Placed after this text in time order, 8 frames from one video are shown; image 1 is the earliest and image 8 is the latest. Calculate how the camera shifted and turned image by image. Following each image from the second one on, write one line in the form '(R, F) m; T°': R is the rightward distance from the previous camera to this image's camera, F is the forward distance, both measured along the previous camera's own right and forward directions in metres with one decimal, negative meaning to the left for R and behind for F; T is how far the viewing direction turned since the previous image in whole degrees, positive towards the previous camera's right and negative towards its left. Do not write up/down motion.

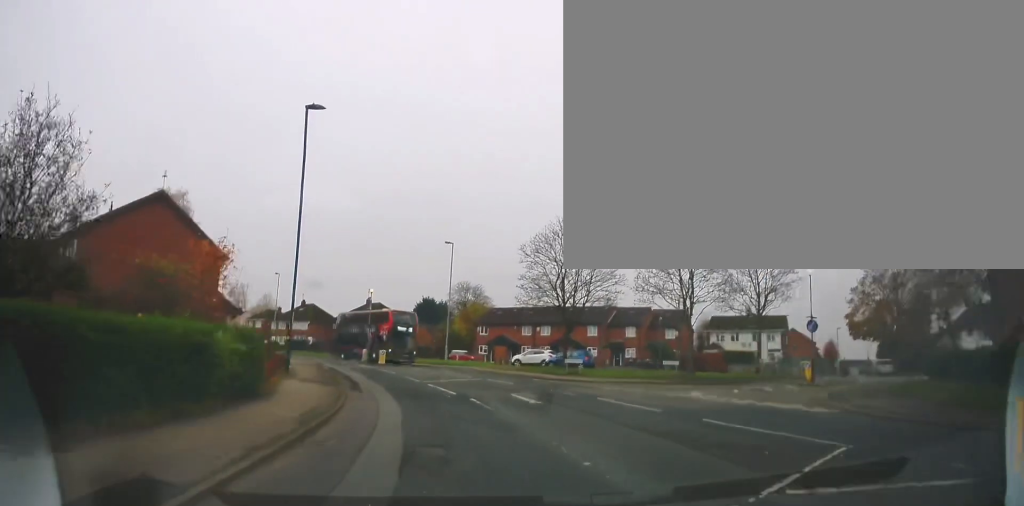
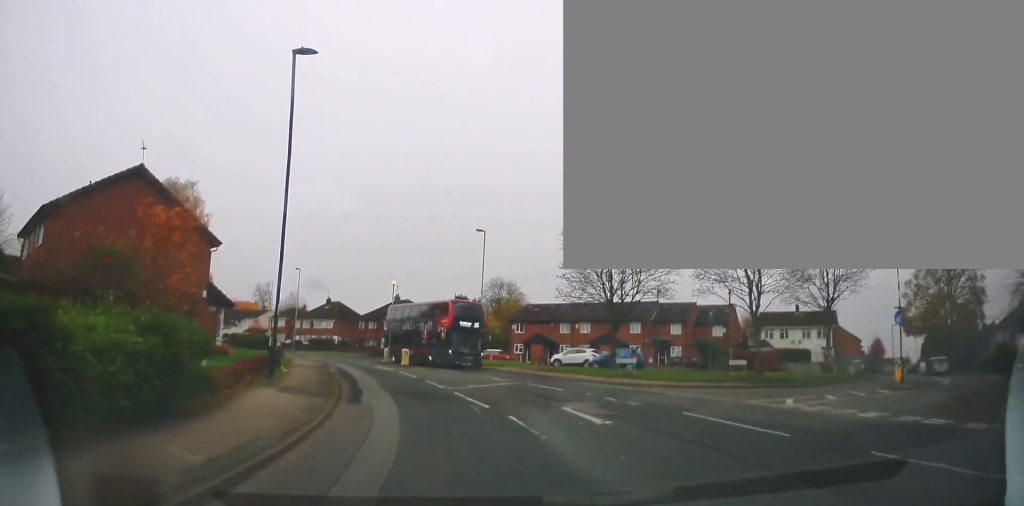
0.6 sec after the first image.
(0.0, +4.7) m; -2°
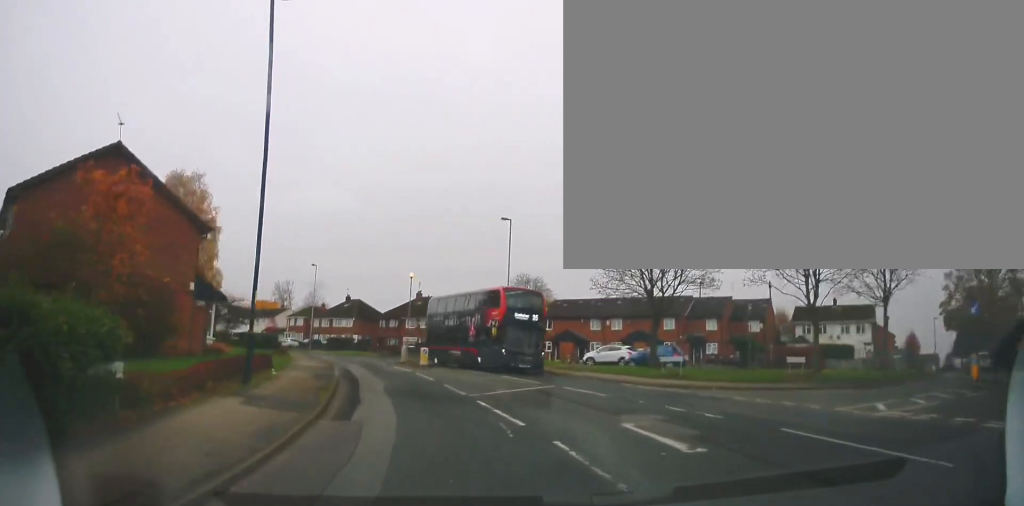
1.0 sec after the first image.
(0.0, +3.4) m; -2°
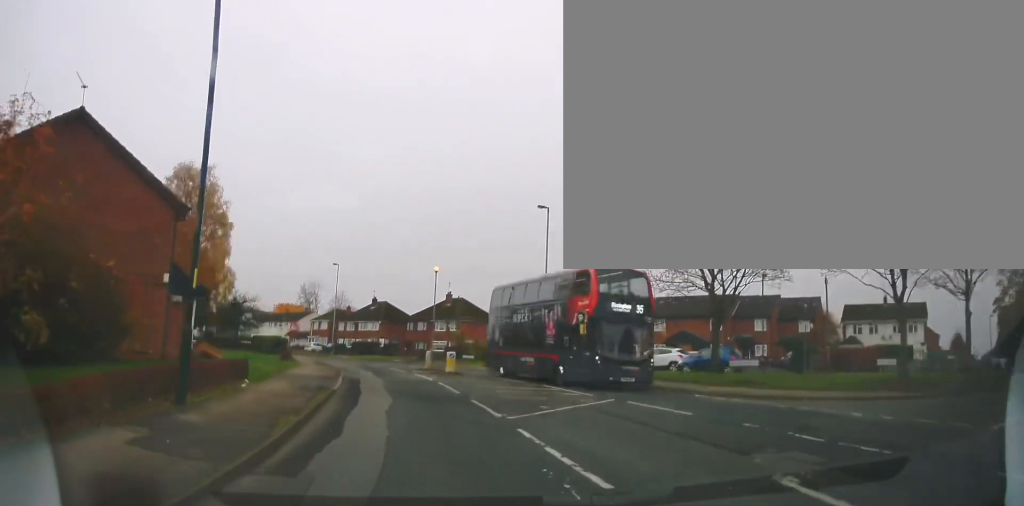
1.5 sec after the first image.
(-0.2, +4.4) m; -4°
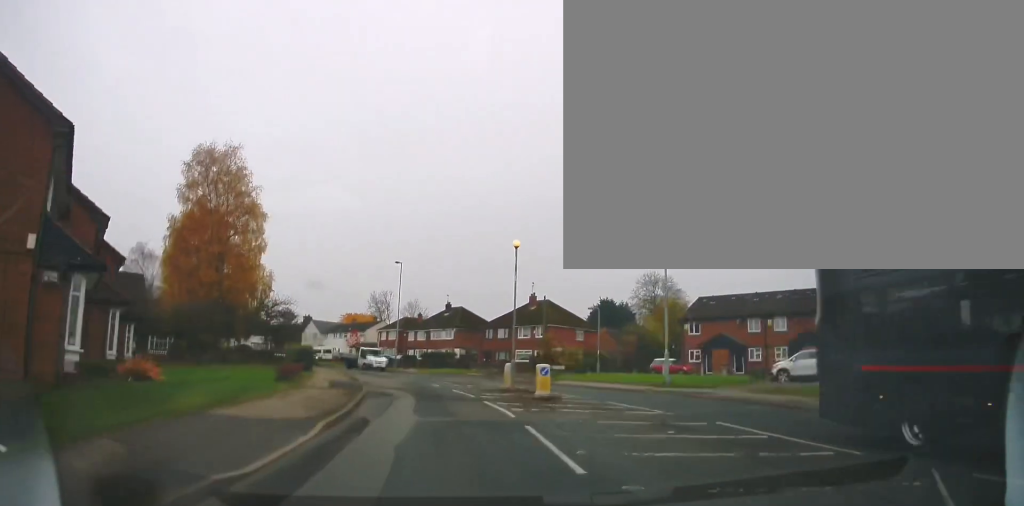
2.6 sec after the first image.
(-0.7, +9.8) m; -10°
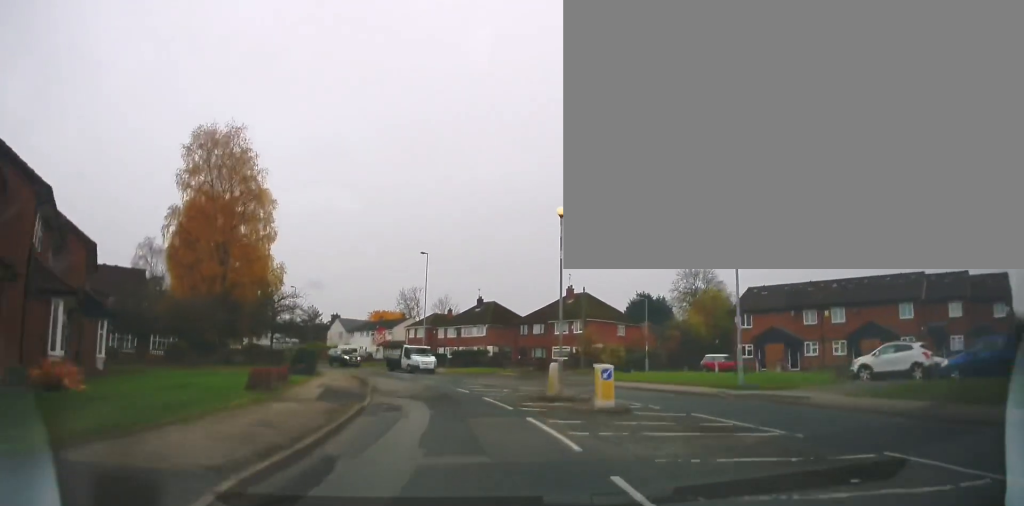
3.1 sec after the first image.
(-0.2, +4.6) m; -4°
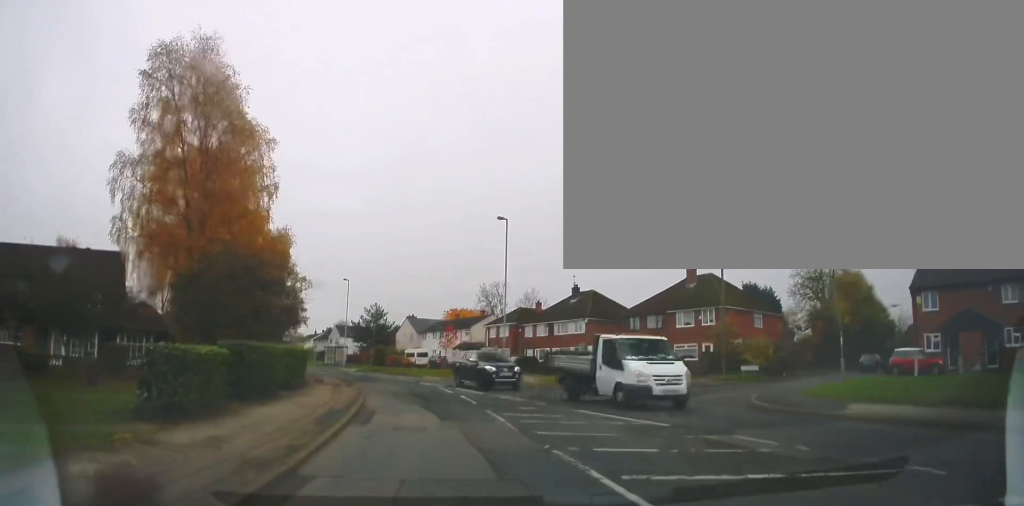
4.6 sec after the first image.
(-1.1, +14.8) m; -8°
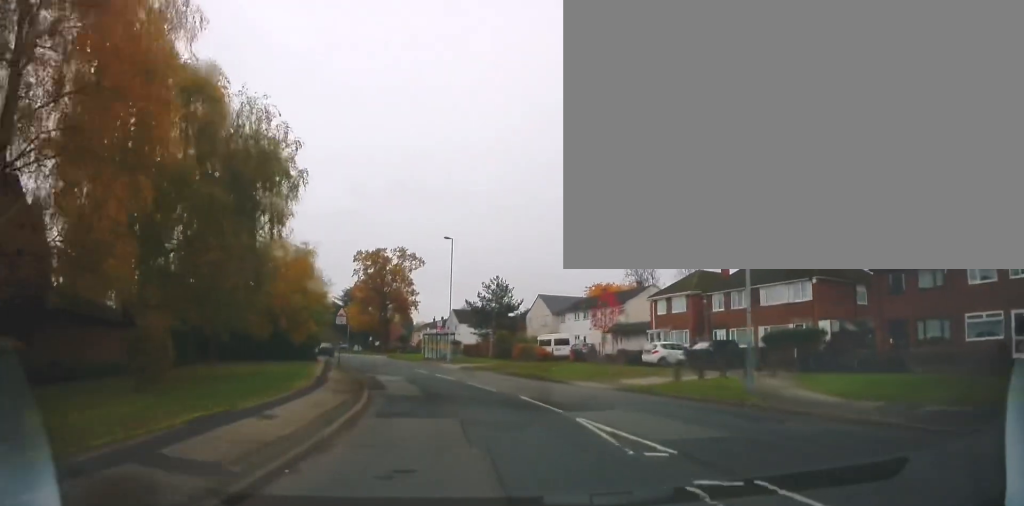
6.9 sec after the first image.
(-2.2, +21.1) m; -11°
